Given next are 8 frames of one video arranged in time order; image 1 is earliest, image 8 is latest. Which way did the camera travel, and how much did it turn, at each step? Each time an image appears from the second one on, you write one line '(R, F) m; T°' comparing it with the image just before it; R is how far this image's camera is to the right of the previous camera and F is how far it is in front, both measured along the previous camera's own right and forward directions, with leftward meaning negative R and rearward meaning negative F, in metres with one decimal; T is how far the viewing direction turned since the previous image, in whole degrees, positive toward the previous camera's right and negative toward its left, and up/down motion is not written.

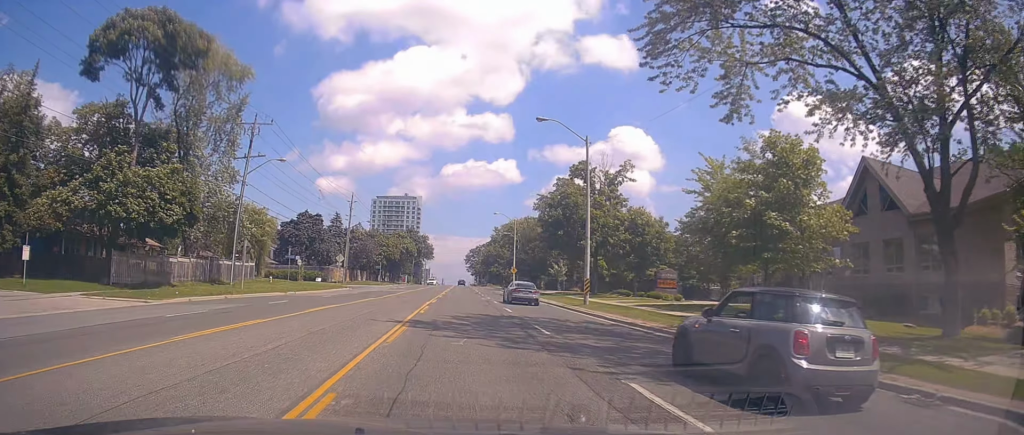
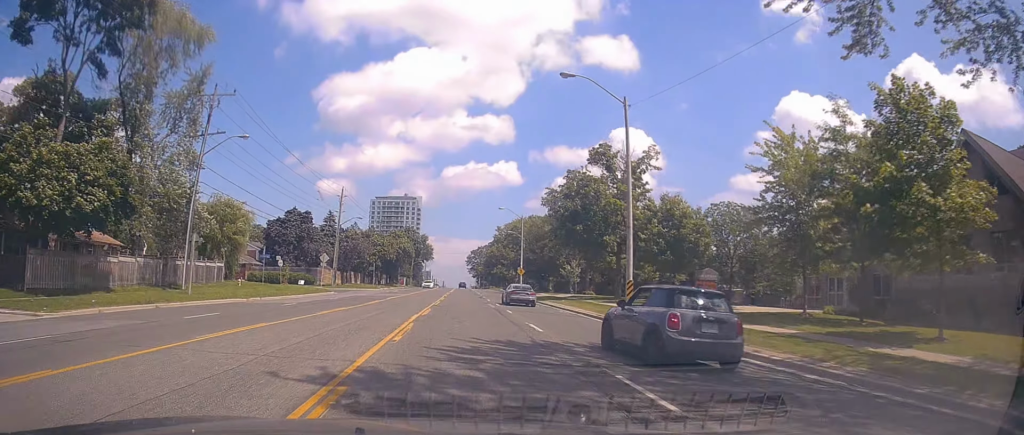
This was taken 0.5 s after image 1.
(-0.2, +8.1) m; +2°
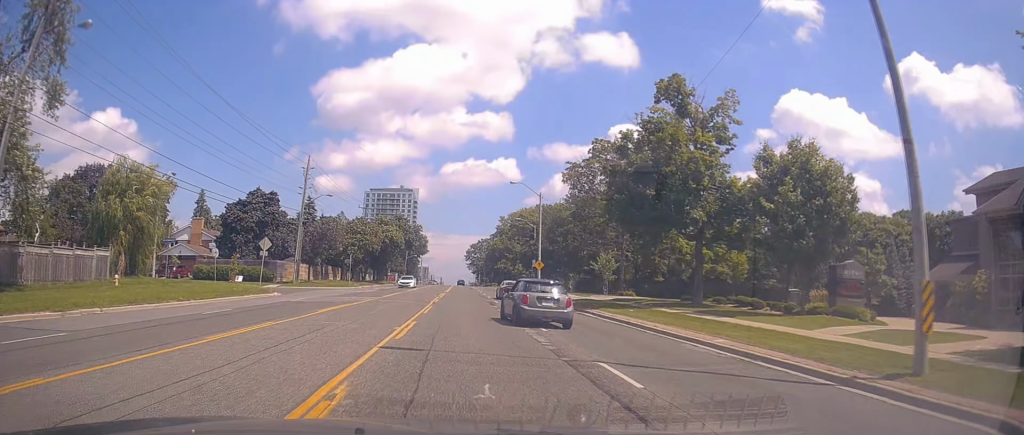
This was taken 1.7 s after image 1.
(+0.7, +17.5) m; +1°
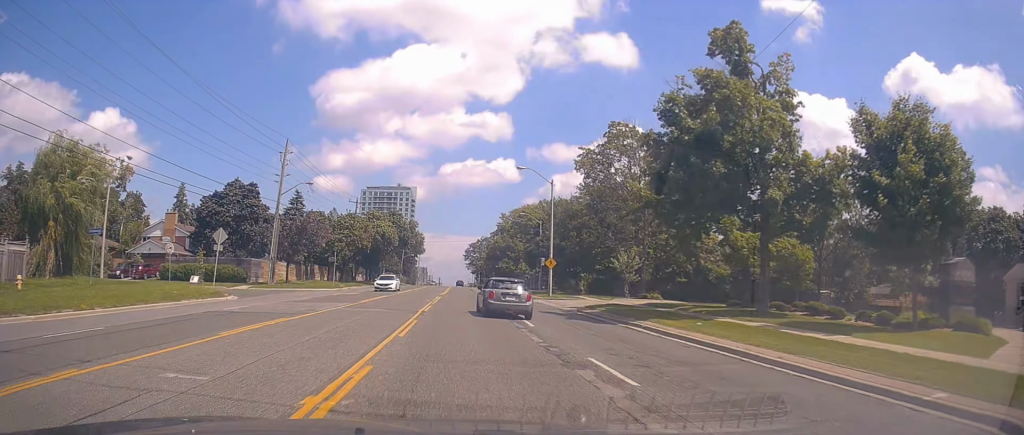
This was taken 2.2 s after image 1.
(+0.1, +7.8) m; -1°
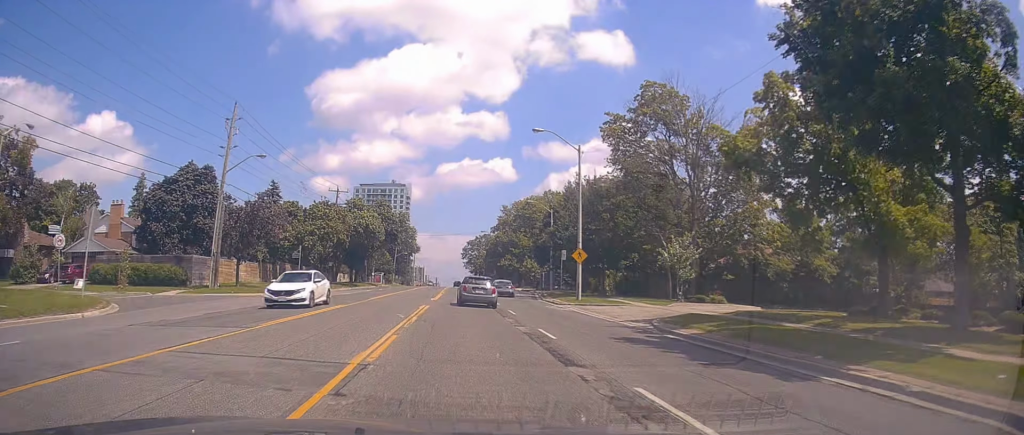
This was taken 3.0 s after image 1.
(-0.8, +12.5) m; -3°
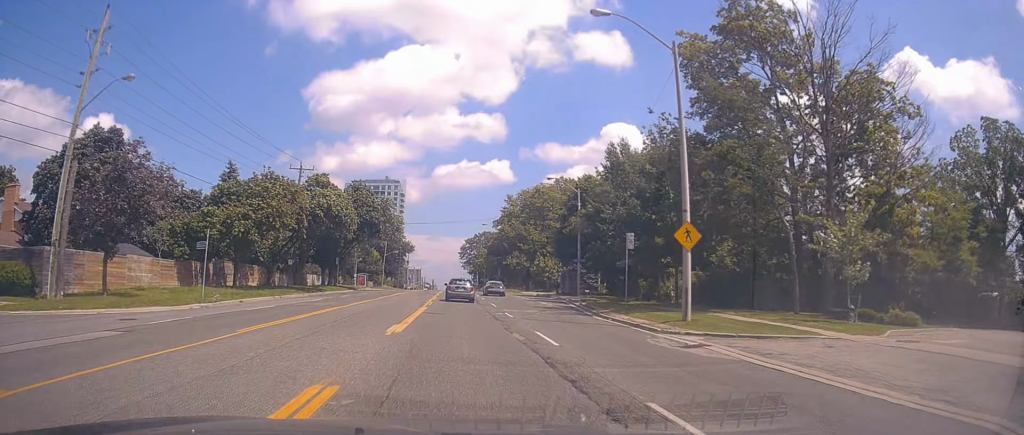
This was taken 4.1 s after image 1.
(+0.4, +18.0) m; +4°
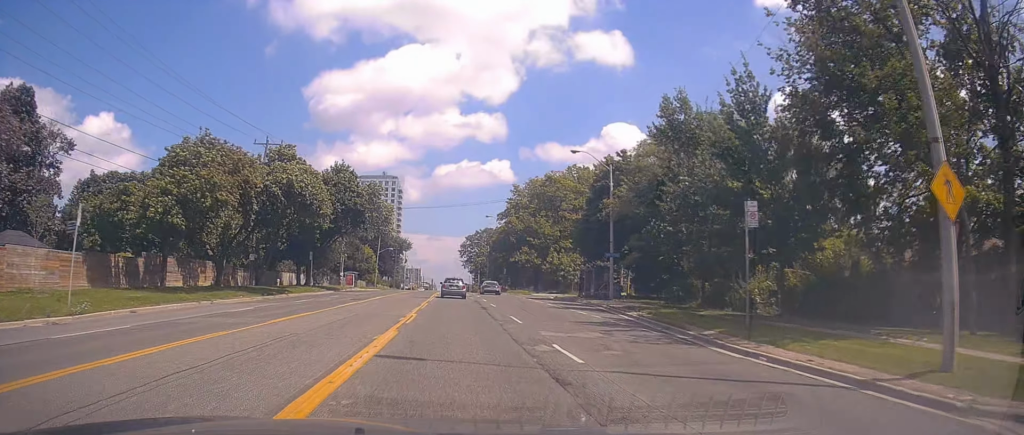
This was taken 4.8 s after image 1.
(+0.8, +11.7) m; 0°
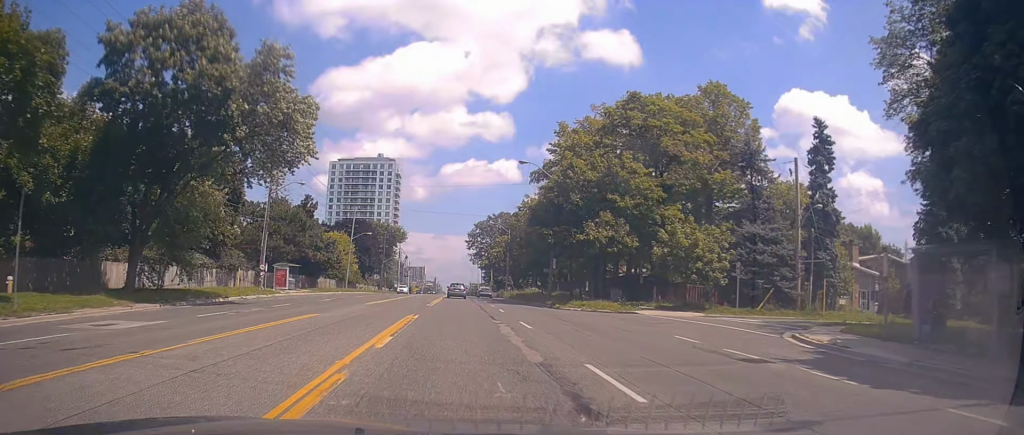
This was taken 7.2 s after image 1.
(-1.3, +38.5) m; -2°
